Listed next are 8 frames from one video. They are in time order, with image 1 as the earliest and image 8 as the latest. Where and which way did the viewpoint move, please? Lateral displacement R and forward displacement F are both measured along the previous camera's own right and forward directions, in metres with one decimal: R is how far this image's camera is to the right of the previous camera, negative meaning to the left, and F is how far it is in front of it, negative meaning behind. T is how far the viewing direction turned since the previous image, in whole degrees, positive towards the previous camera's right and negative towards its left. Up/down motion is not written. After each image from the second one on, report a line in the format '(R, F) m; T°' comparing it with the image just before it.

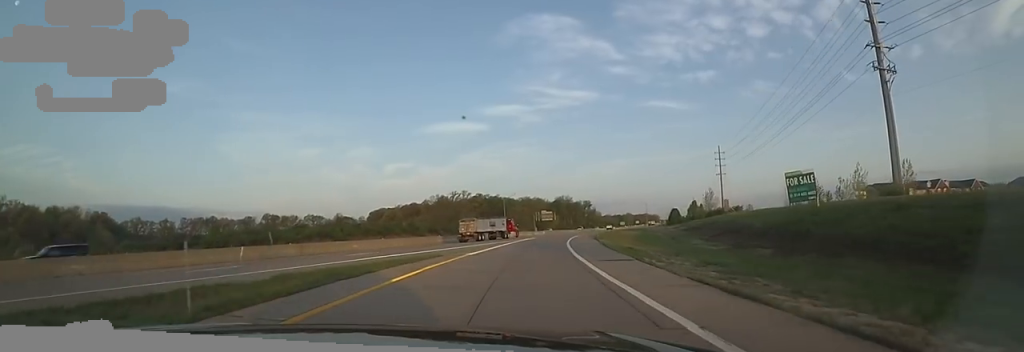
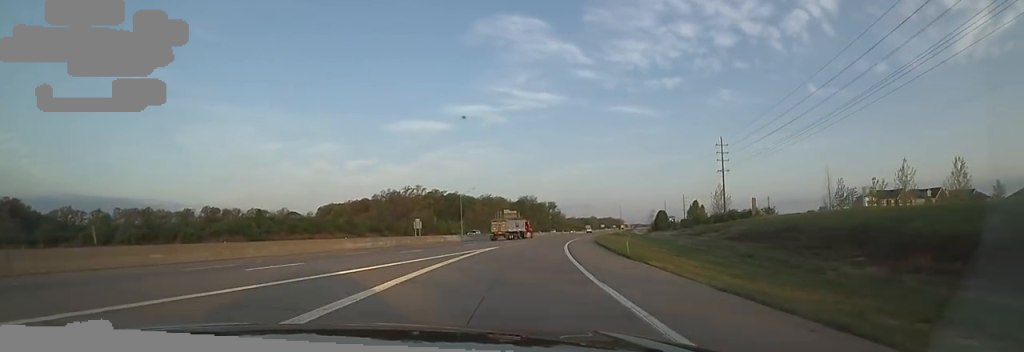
(+1.0, +24.2) m; +5°
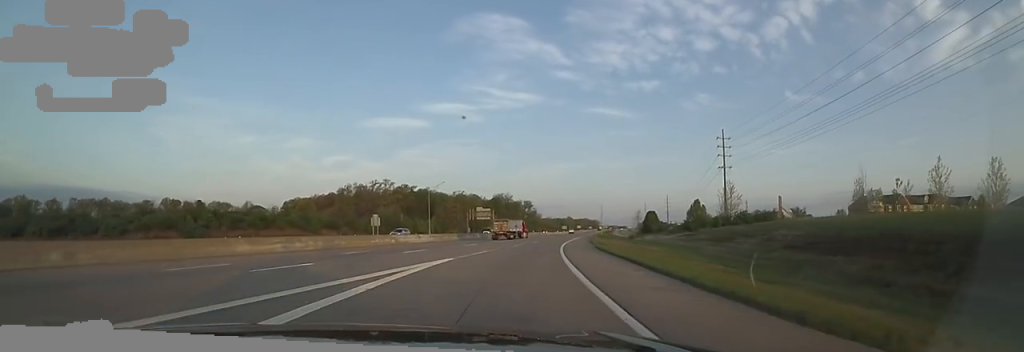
(-0.5, +13.3) m; +3°
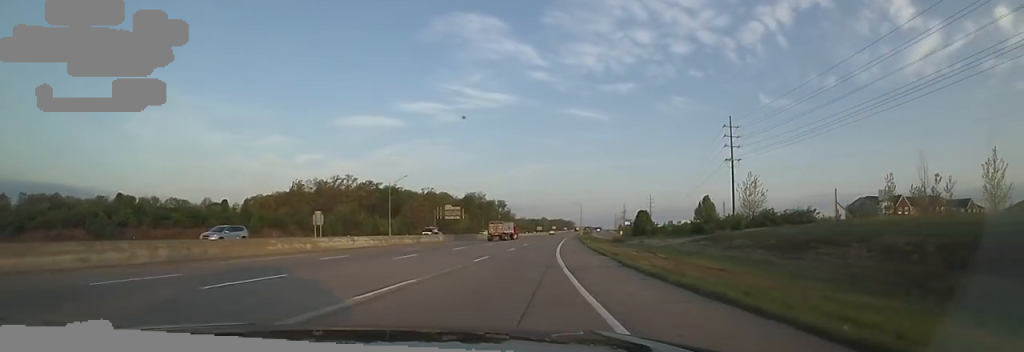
(+2.0, +15.2) m; +4°
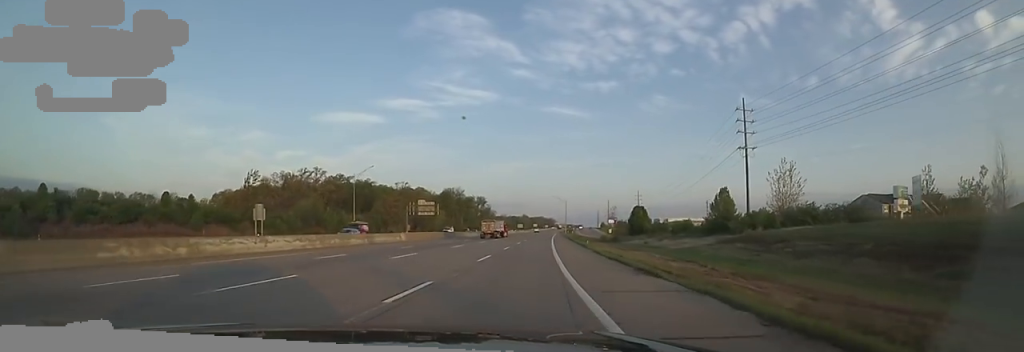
(+0.2, +12.8) m; +2°
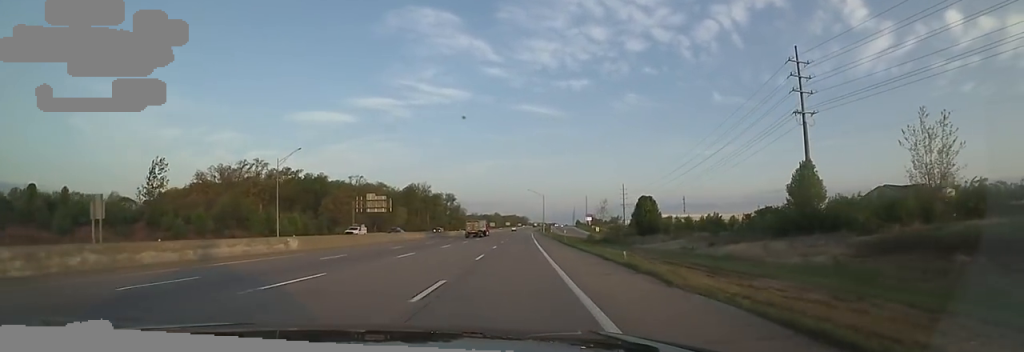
(-0.1, +23.8) m; +2°
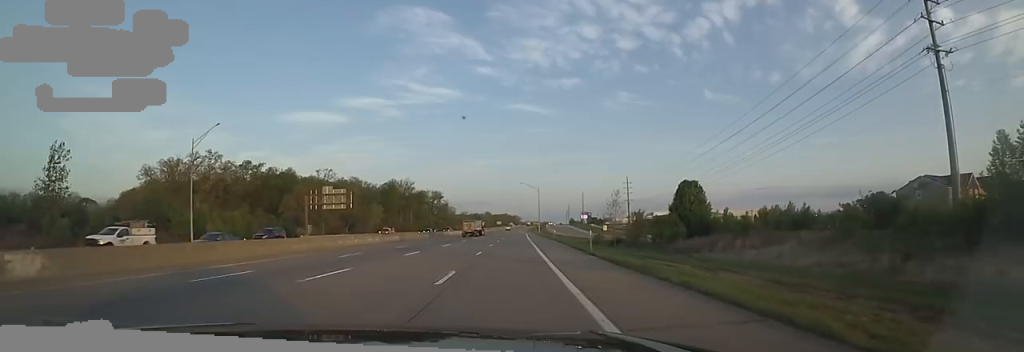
(+0.9, +21.8) m; 0°
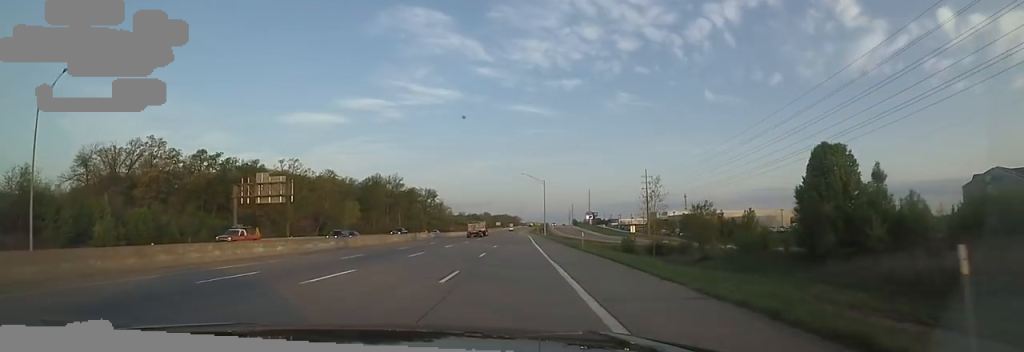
(-1.0, +24.5) m; 0°
